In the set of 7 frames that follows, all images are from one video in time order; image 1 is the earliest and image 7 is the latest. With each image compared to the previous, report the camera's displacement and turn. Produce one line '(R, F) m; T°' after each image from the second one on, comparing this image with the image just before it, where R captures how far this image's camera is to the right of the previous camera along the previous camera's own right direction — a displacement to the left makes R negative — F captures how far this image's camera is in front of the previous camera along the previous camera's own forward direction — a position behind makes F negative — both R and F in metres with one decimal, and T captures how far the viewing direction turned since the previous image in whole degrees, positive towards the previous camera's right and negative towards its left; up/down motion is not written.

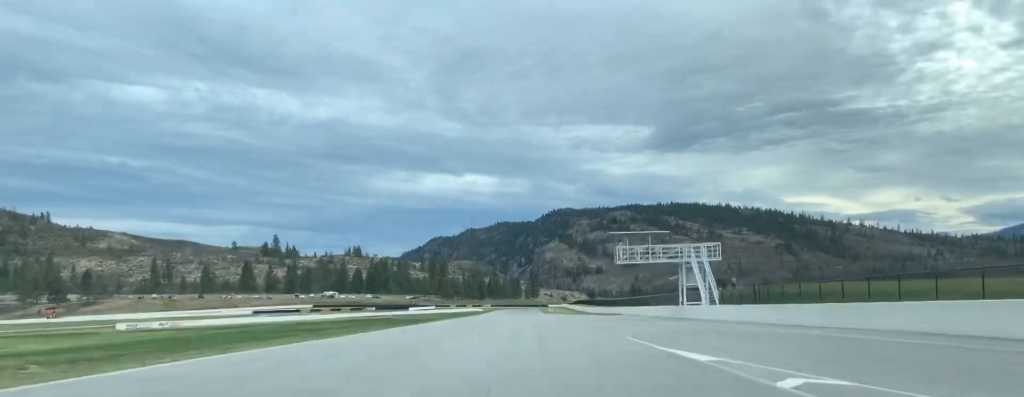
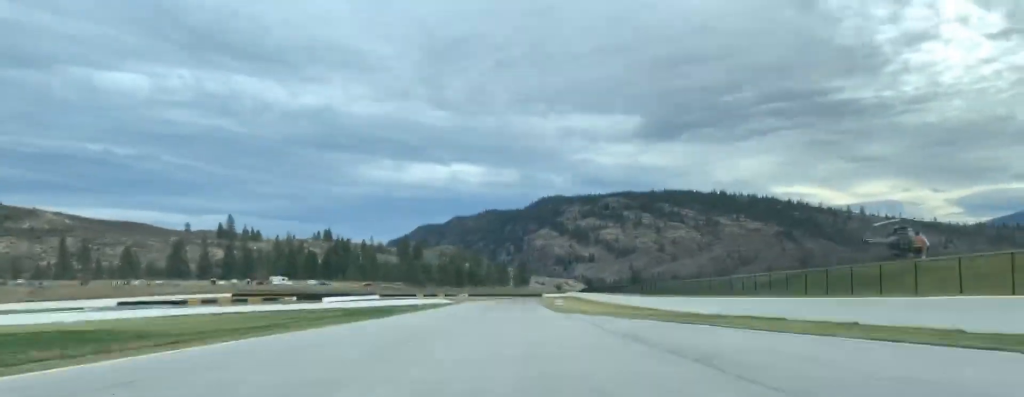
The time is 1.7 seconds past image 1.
(+0.6, +82.1) m; 0°
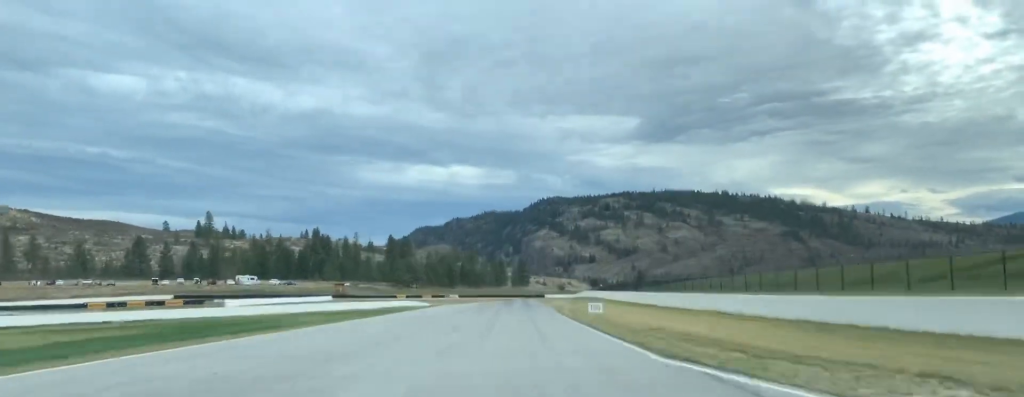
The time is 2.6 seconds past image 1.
(-0.1, +43.9) m; 0°
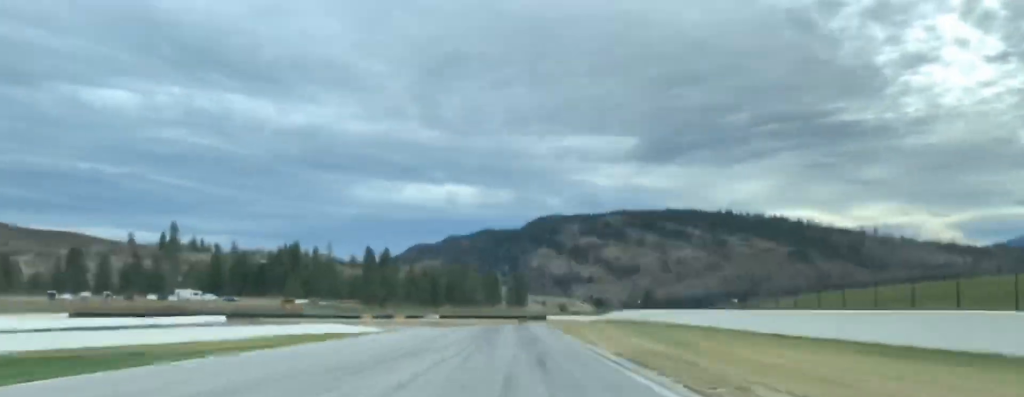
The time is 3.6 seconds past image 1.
(0.0, +43.7) m; 0°
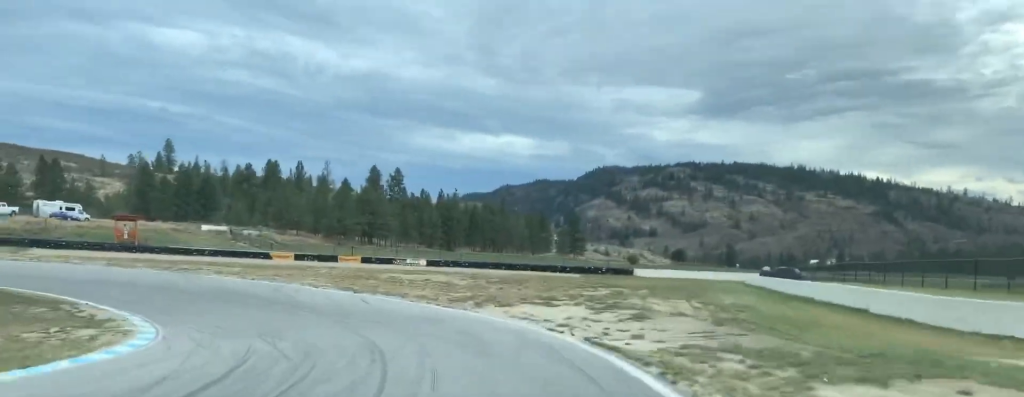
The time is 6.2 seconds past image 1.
(-1.8, +104.6) m; -7°
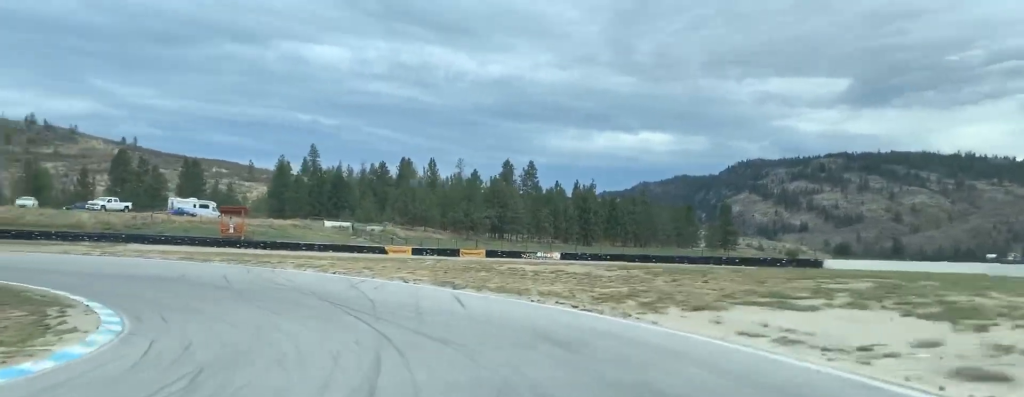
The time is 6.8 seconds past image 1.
(-0.4, +18.4) m; -8°
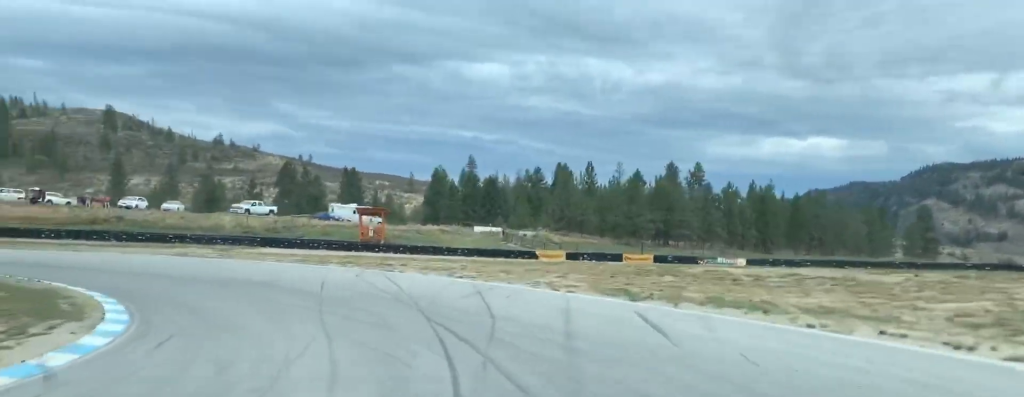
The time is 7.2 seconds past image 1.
(-0.4, +13.6) m; -11°
